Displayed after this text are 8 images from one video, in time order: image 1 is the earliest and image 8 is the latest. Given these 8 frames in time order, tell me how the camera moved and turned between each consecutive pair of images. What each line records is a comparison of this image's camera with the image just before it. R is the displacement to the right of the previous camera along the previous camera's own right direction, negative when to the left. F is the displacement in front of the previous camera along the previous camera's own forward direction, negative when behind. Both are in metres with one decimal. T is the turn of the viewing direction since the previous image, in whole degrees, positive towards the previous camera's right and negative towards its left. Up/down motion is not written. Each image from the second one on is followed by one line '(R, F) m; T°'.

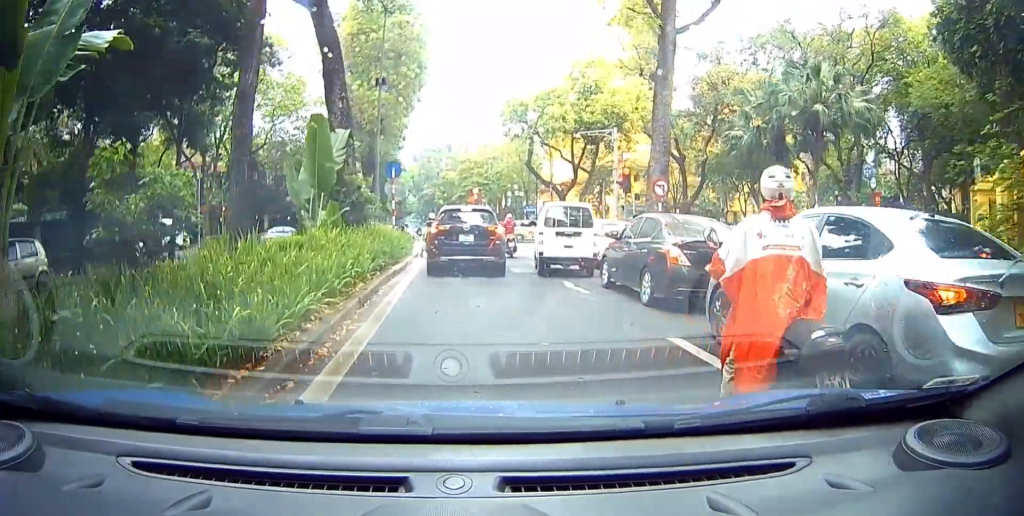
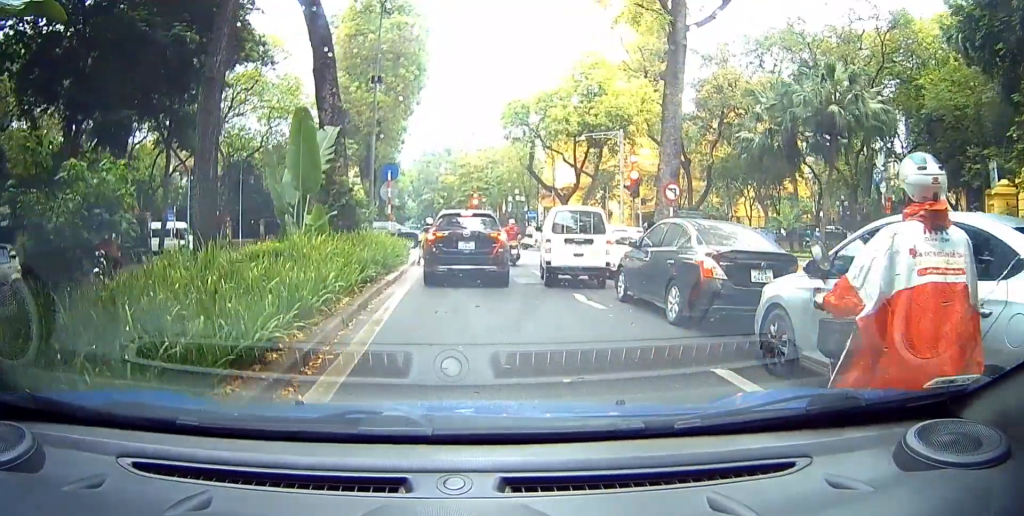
(0.0, +1.1) m; 0°
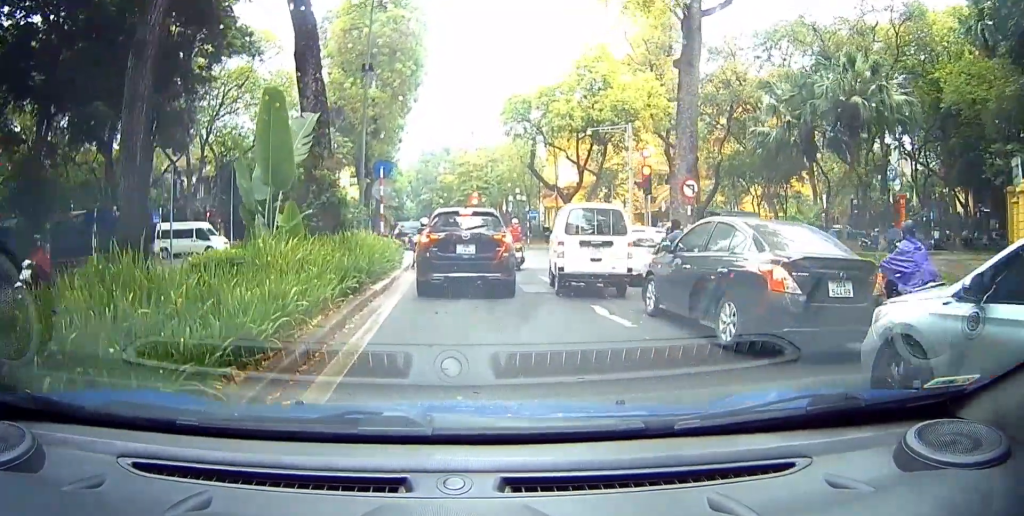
(0.0, +1.7) m; 0°
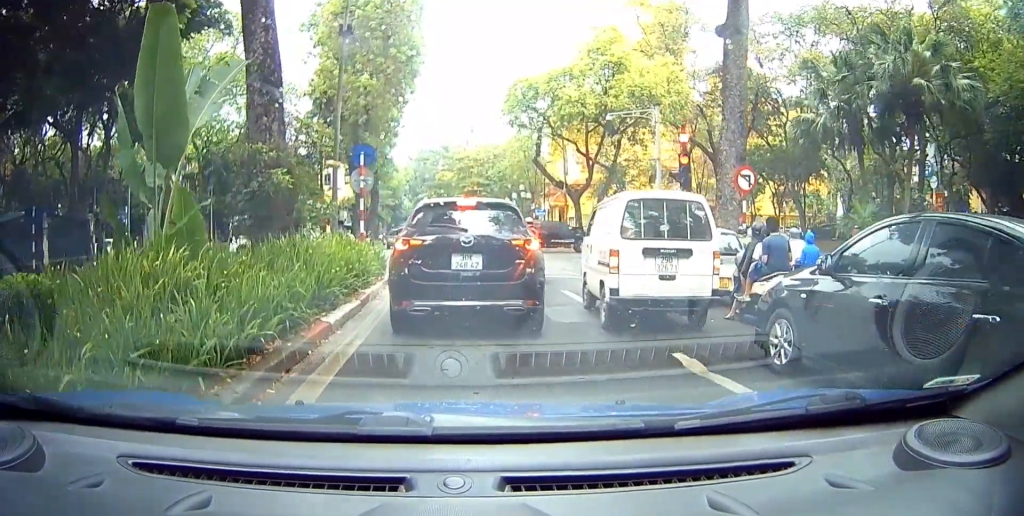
(-0.1, +4.2) m; 0°
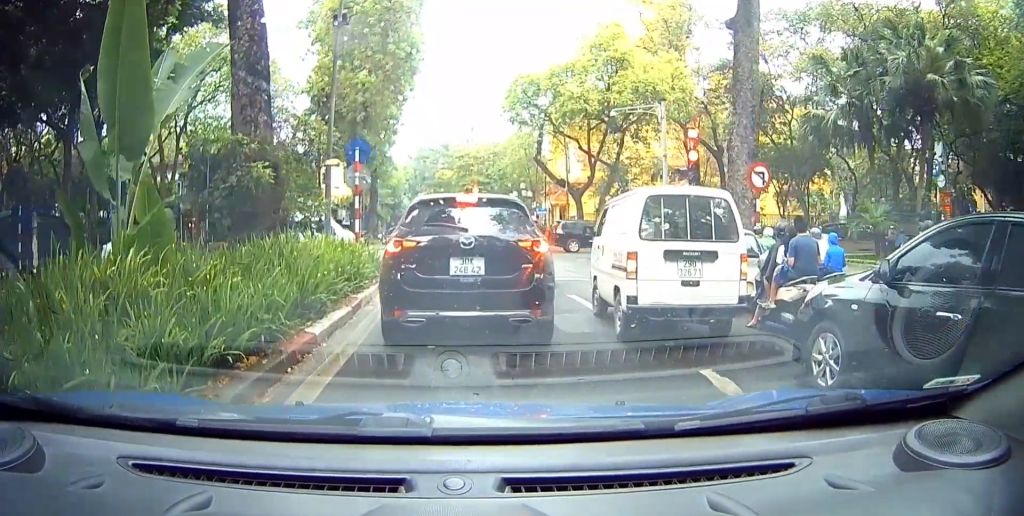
(0.0, +1.1) m; +1°
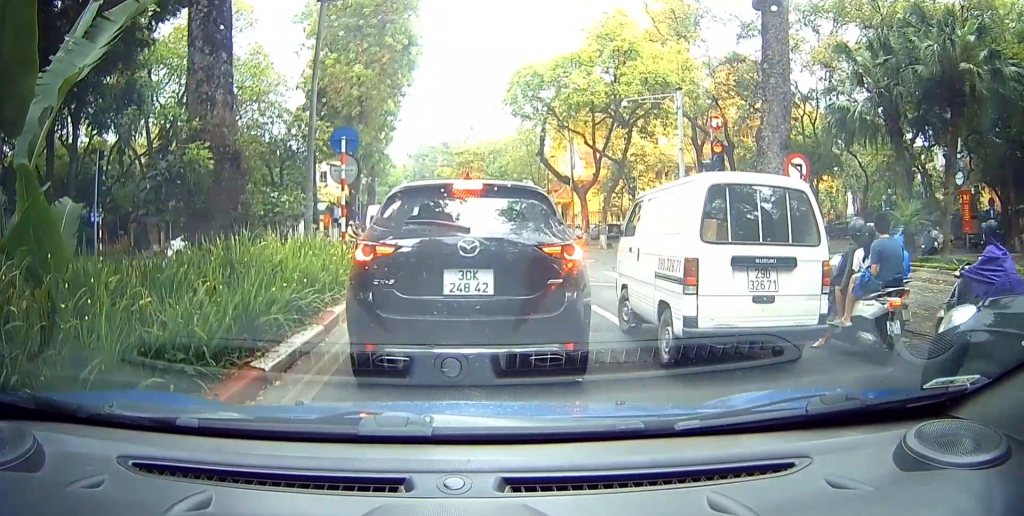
(+0.3, +4.1) m; +3°
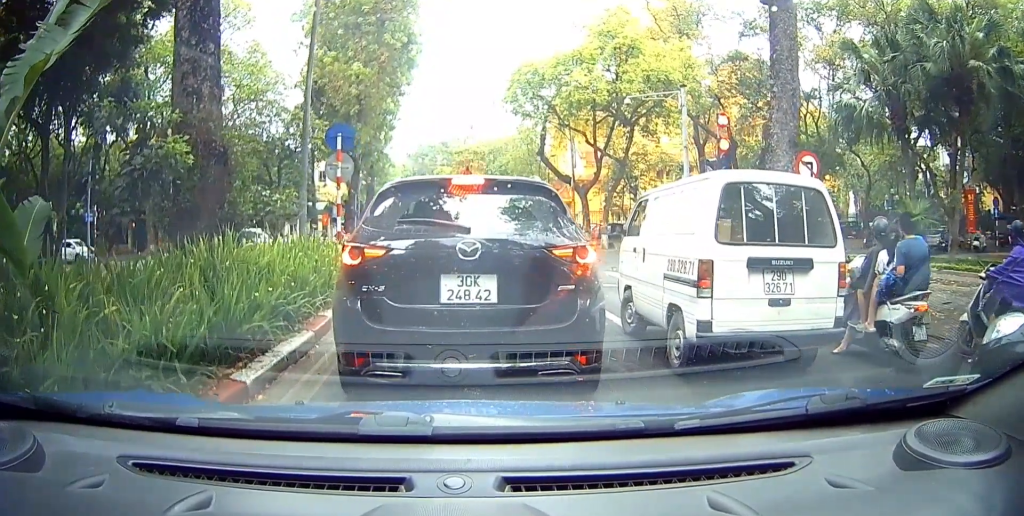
(0.0, +1.8) m; 0°
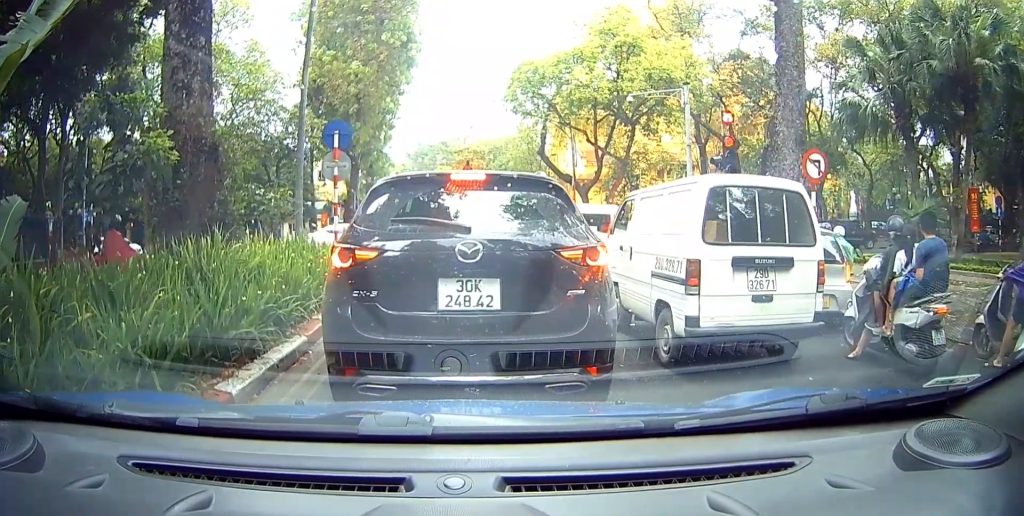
(0.0, +2.7) m; 0°
